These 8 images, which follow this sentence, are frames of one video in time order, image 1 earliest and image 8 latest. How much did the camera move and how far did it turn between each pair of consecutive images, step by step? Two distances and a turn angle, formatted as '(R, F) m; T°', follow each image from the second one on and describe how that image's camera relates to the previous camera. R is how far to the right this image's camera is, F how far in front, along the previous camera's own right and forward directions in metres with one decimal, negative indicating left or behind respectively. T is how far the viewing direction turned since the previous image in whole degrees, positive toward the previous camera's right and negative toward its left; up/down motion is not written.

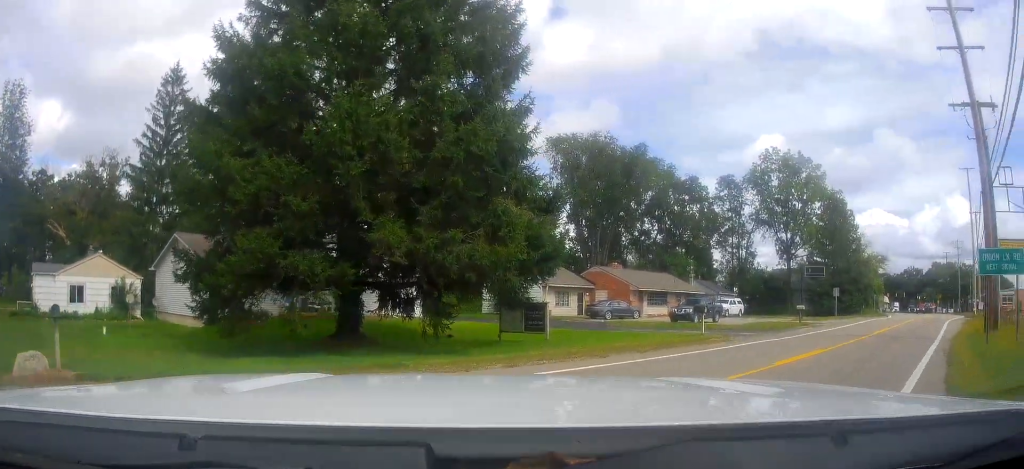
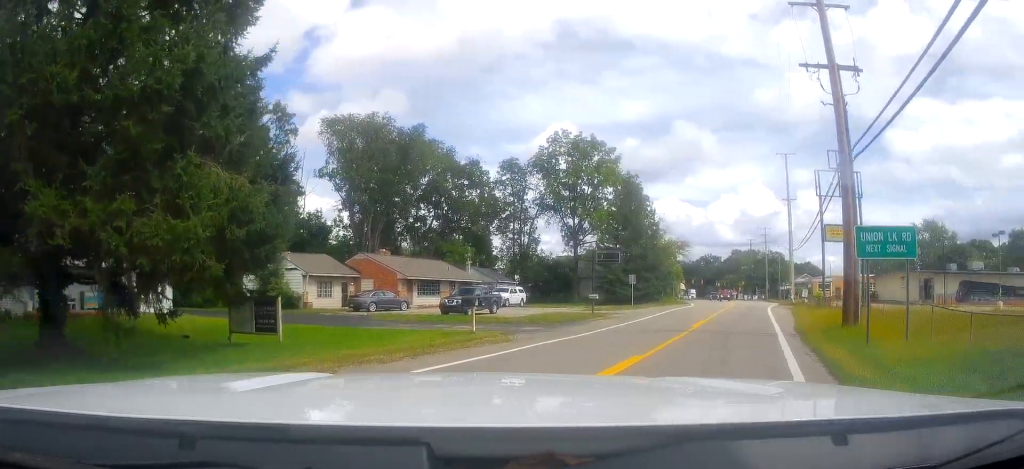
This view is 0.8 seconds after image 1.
(+0.8, +3.5) m; +22°
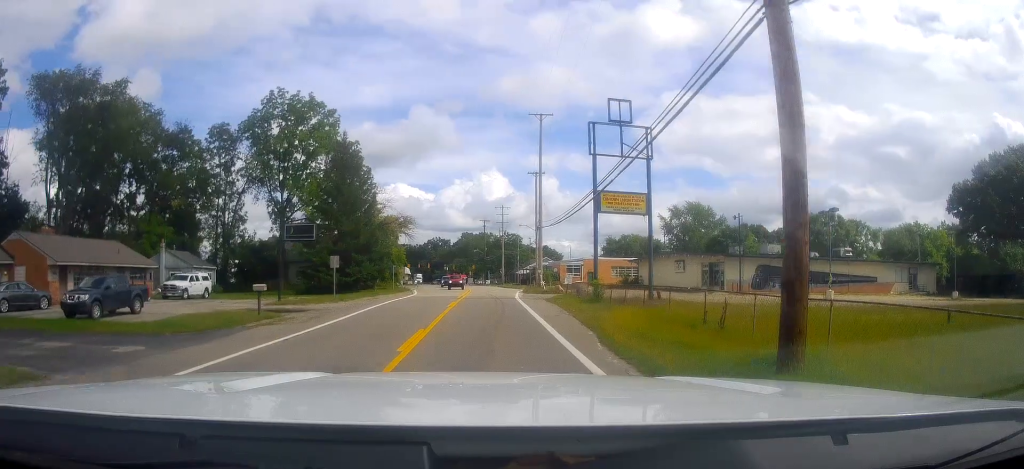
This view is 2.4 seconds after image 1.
(+2.5, +9.3) m; +19°
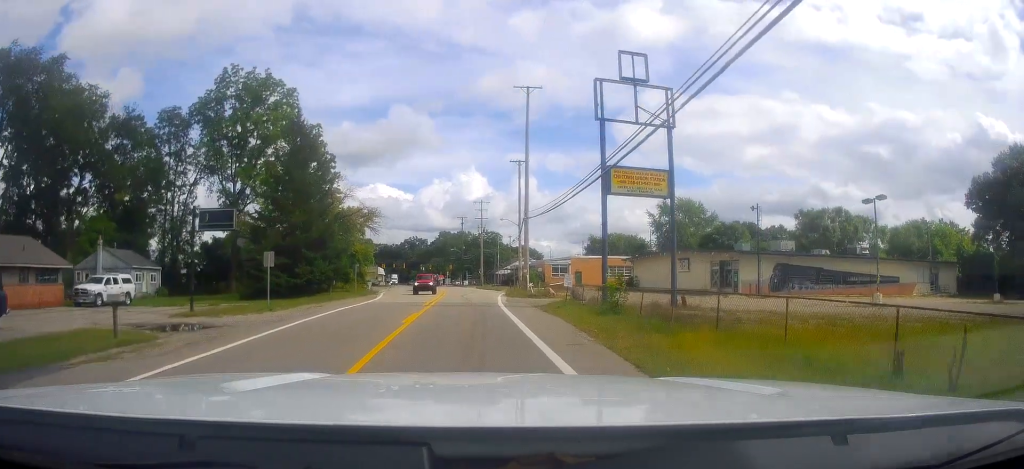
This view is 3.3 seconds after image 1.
(0.0, +7.2) m; +3°
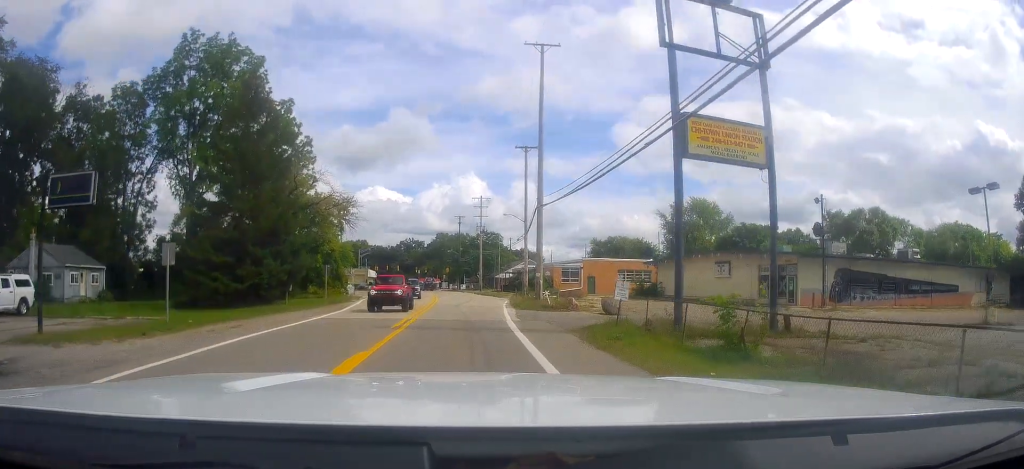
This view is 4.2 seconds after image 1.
(+0.4, +9.5) m; +4°
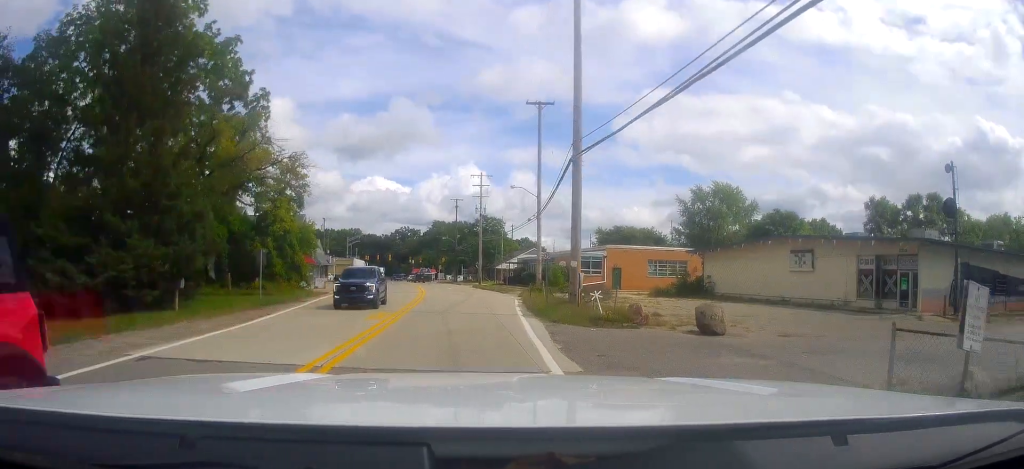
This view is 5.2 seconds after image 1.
(+0.4, +13.1) m; -2°
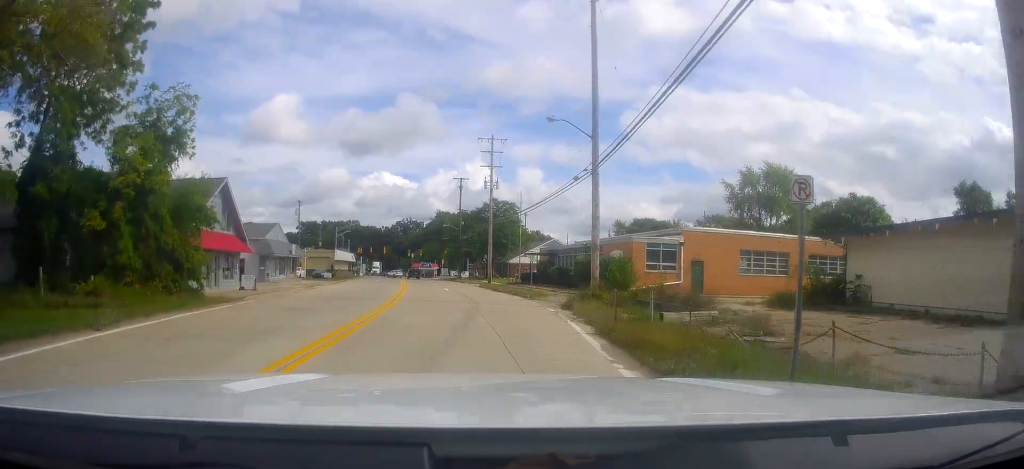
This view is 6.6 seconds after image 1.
(-0.8, +19.9) m; 0°
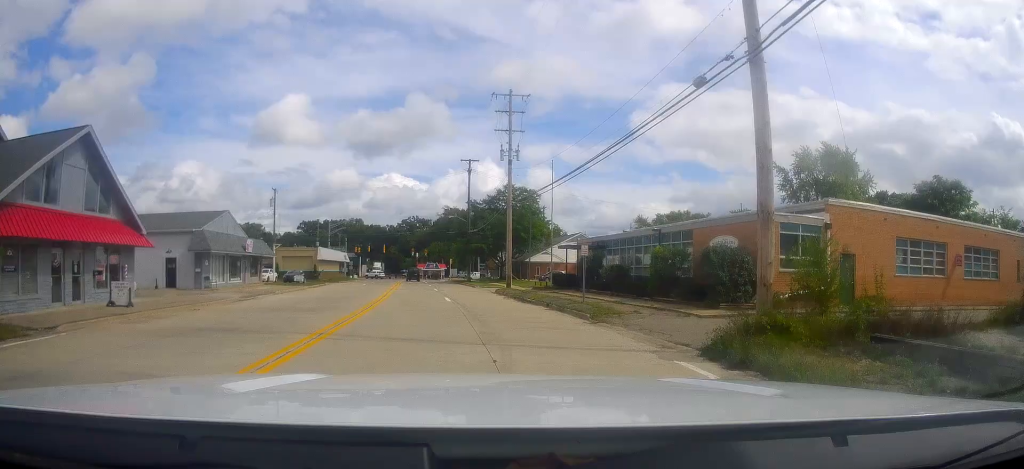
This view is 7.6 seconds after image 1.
(+0.8, +16.0) m; +2°
